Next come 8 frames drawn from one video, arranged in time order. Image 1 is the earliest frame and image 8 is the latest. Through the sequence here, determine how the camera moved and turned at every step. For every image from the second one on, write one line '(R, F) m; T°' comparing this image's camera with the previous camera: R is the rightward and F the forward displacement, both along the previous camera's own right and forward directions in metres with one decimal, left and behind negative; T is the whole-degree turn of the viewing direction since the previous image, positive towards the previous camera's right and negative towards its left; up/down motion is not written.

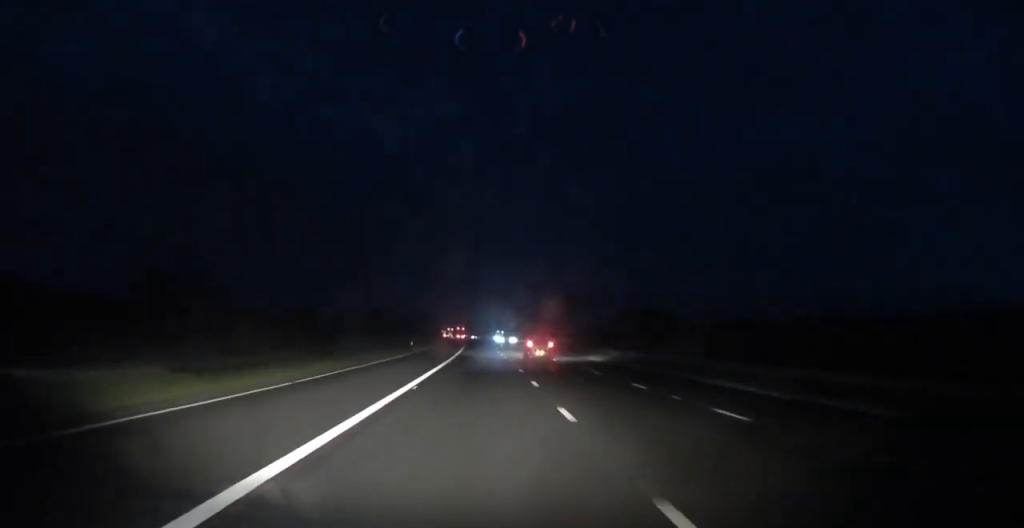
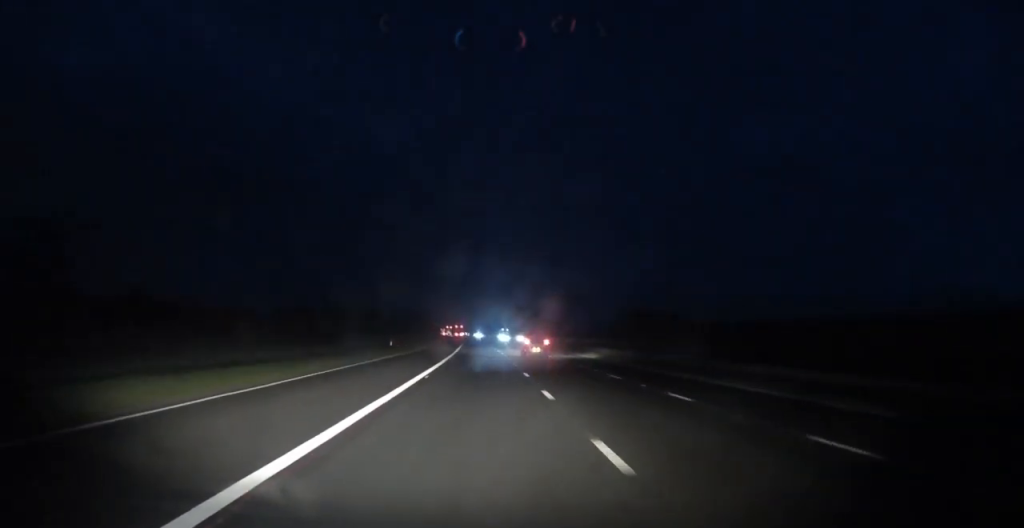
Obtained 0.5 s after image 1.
(0.0, +13.5) m; 0°
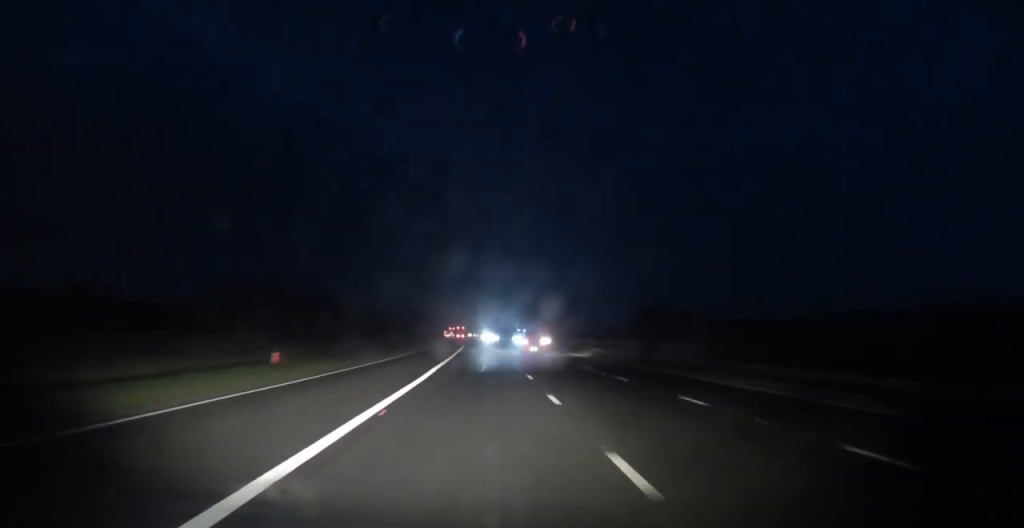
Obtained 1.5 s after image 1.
(-0.2, +27.0) m; -1°
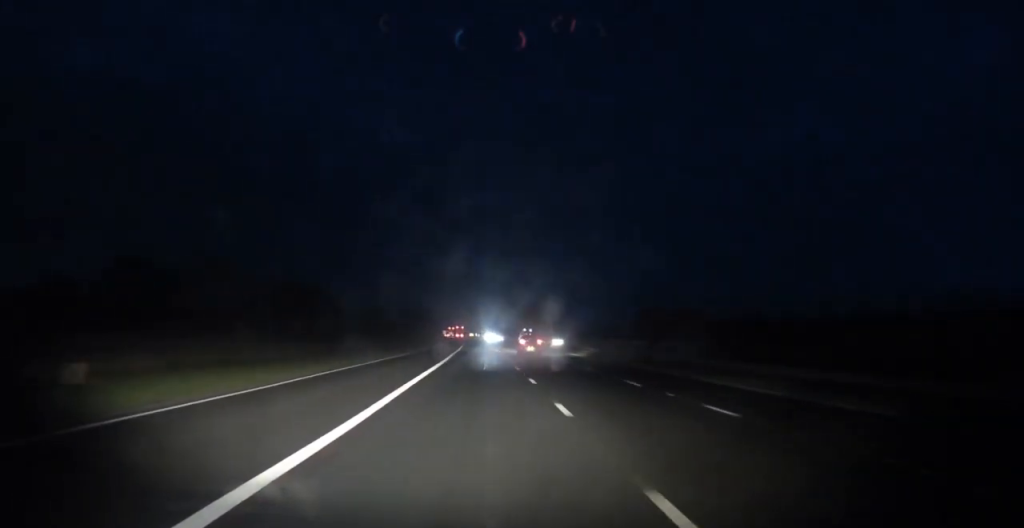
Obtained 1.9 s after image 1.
(-0.1, +10.8) m; 0°
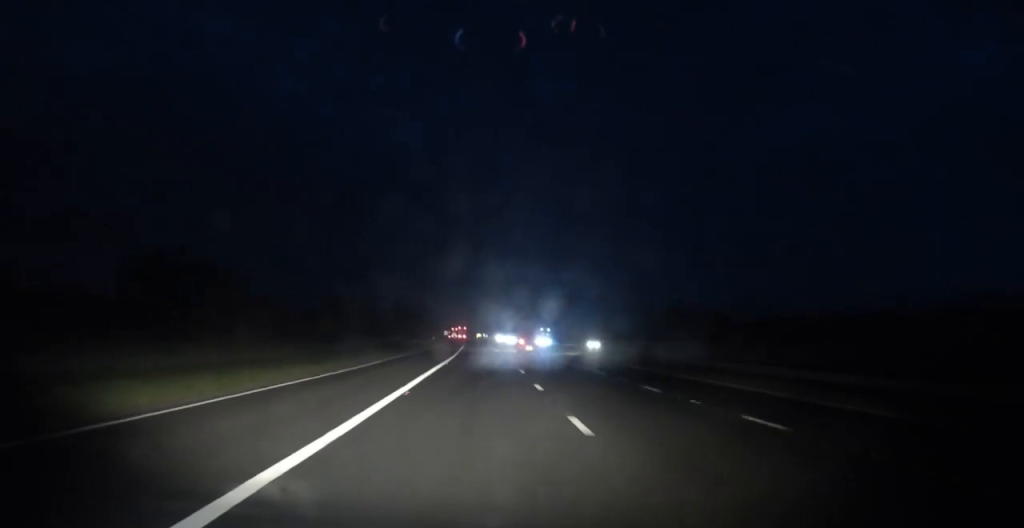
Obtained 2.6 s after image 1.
(0.0, +19.8) m; 0°
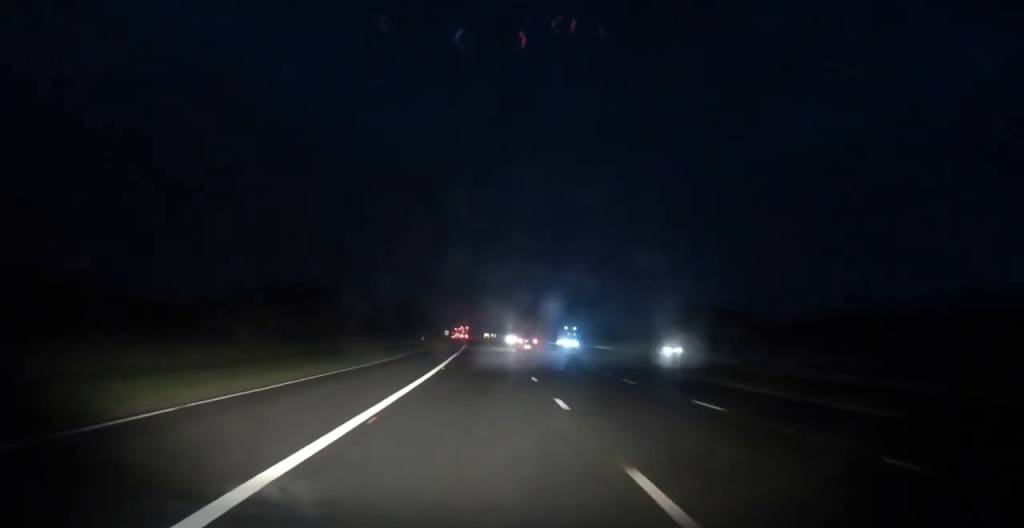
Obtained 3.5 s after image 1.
(0.0, +22.5) m; 0°
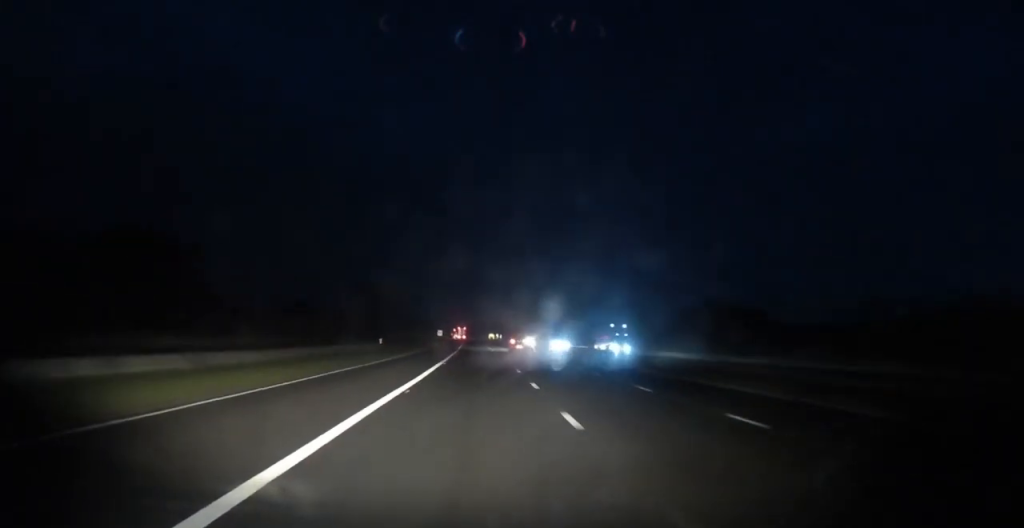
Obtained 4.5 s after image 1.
(-0.1, +28.8) m; -1°
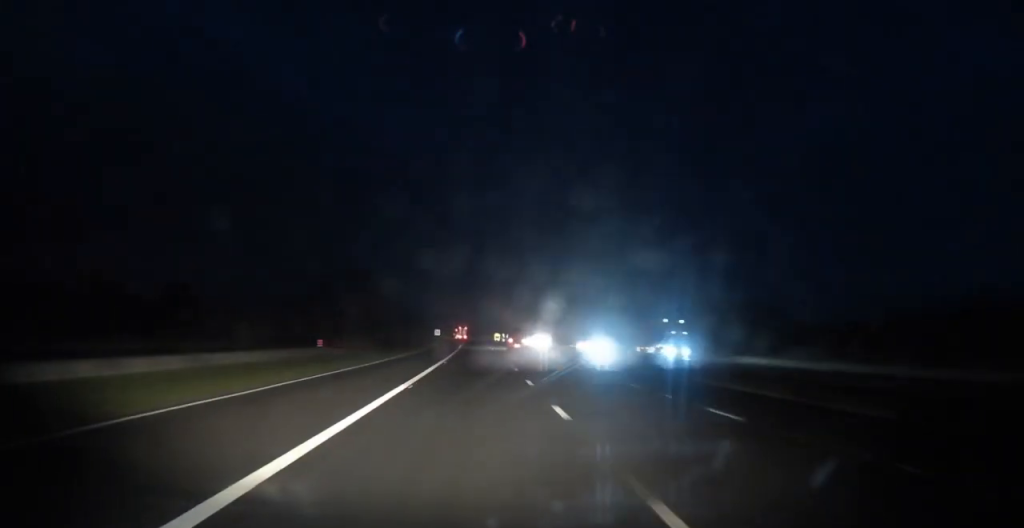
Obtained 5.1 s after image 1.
(0.0, +16.2) m; 0°
